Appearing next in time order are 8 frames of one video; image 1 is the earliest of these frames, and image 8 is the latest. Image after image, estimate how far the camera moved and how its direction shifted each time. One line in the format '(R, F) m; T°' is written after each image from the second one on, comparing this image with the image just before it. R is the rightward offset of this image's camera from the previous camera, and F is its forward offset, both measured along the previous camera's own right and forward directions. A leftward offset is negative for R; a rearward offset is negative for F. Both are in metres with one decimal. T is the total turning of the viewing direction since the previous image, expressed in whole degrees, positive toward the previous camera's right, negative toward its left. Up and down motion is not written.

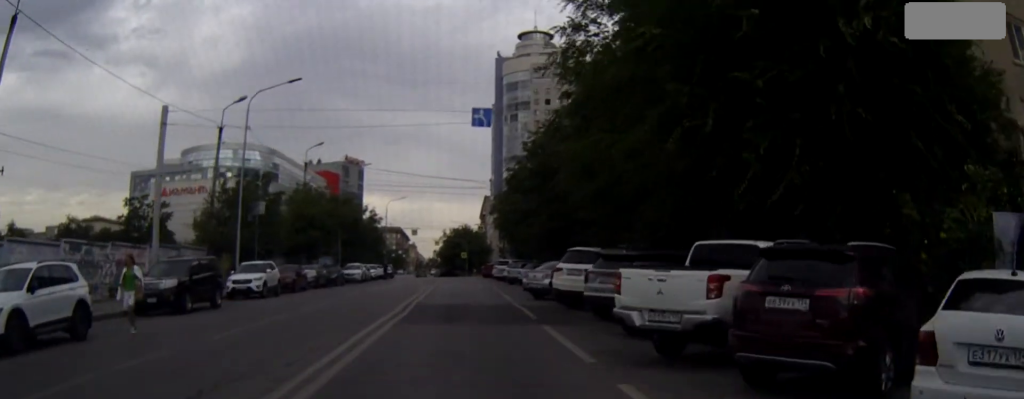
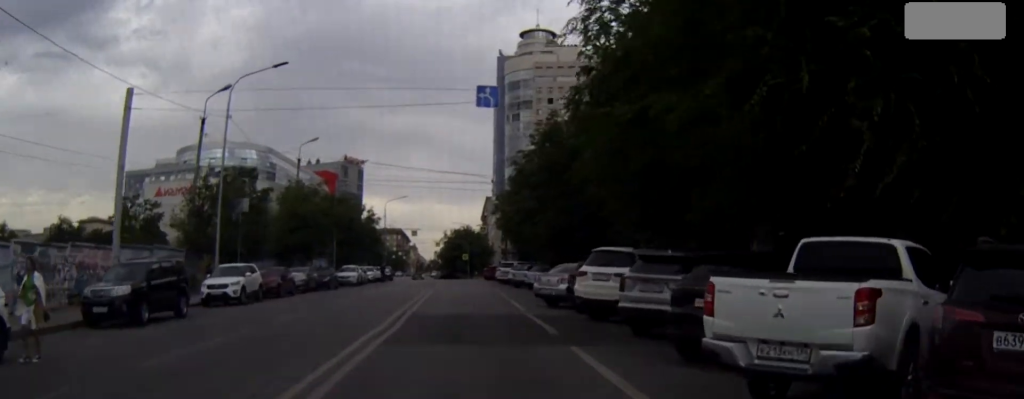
(0.0, +3.6) m; 0°
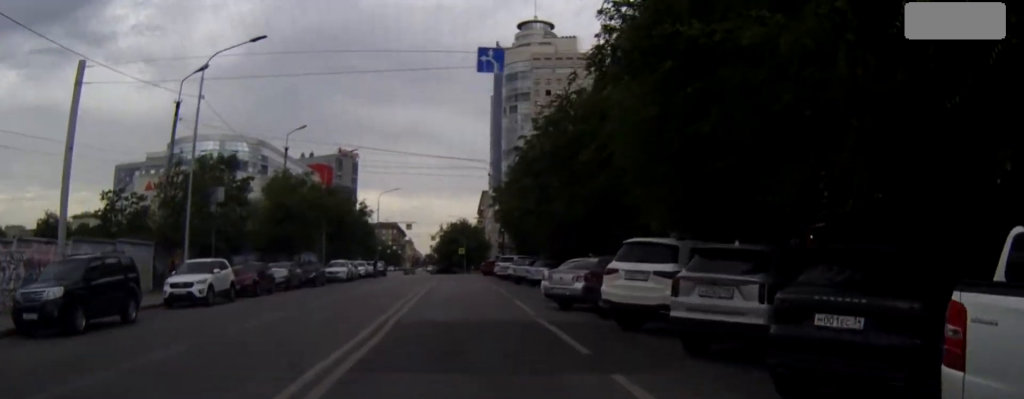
(0.0, +3.6) m; 0°
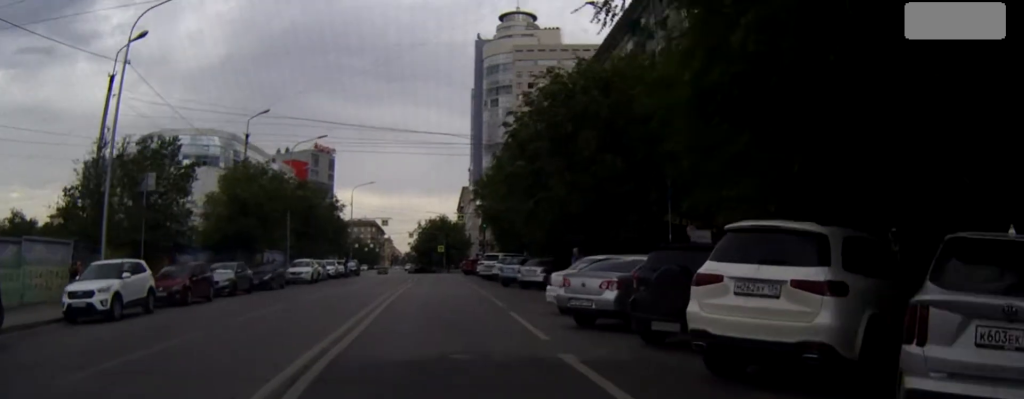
(0.0, +6.4) m; +1°
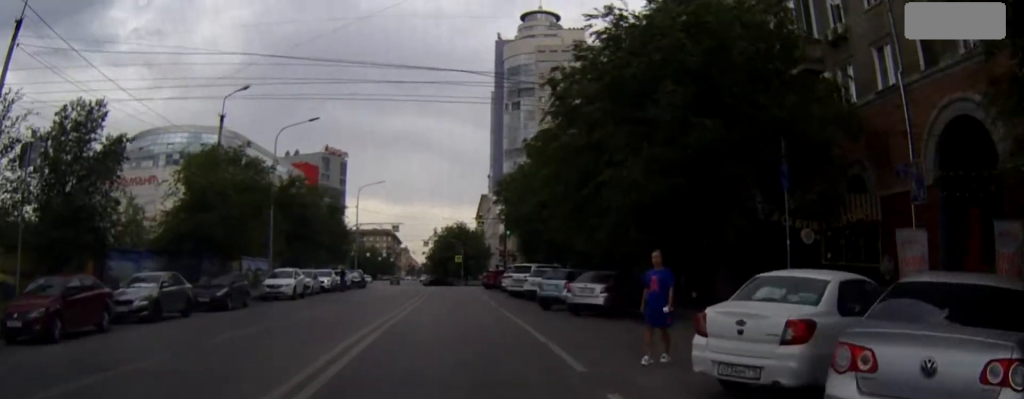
(+0.1, +10.5) m; 0°
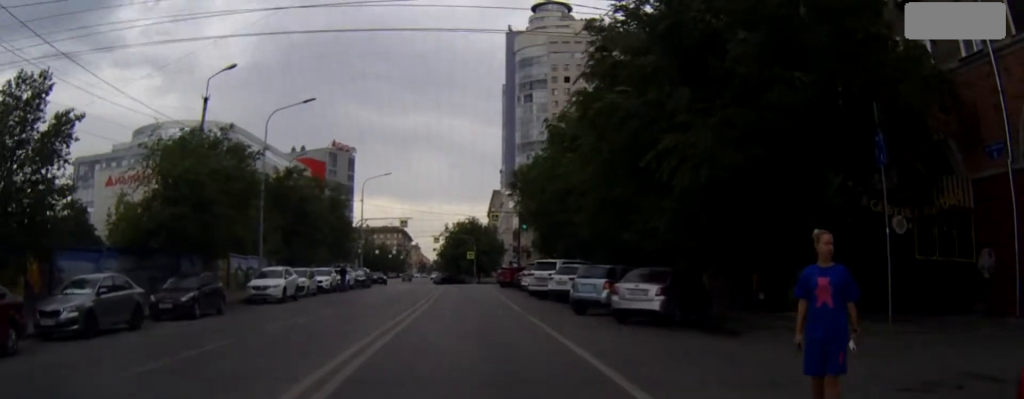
(0.0, +5.2) m; 0°
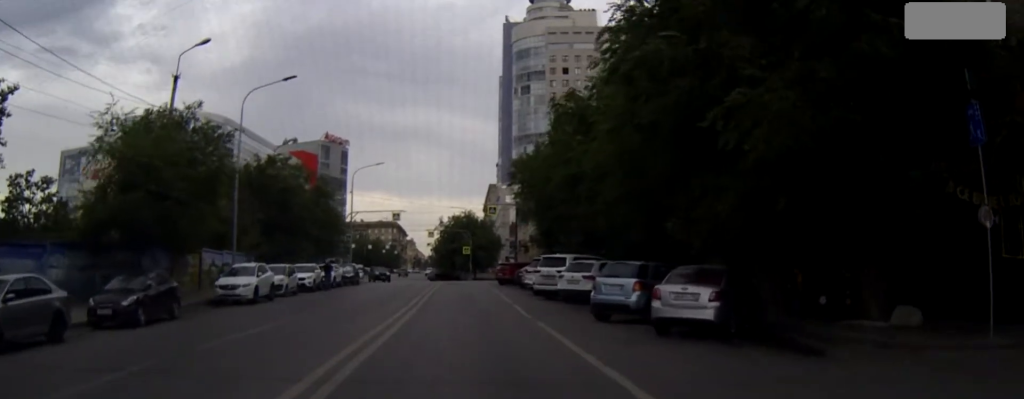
(0.0, +4.2) m; -1°
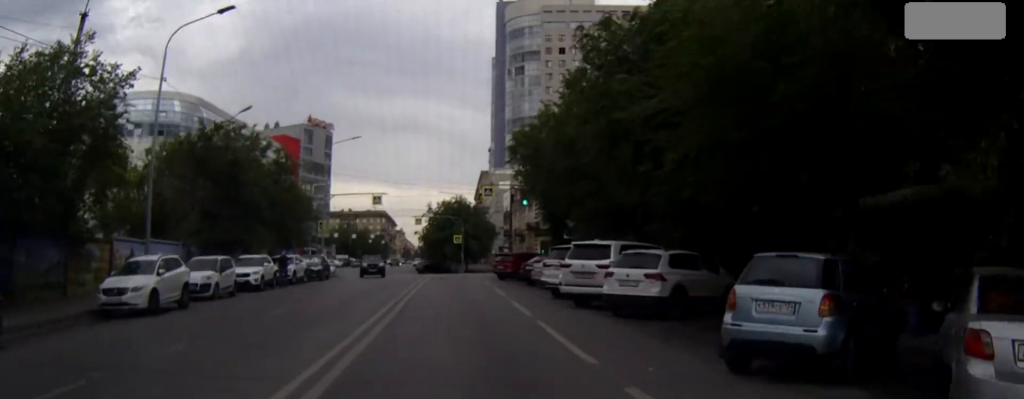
(-0.2, +9.9) m; -1°
